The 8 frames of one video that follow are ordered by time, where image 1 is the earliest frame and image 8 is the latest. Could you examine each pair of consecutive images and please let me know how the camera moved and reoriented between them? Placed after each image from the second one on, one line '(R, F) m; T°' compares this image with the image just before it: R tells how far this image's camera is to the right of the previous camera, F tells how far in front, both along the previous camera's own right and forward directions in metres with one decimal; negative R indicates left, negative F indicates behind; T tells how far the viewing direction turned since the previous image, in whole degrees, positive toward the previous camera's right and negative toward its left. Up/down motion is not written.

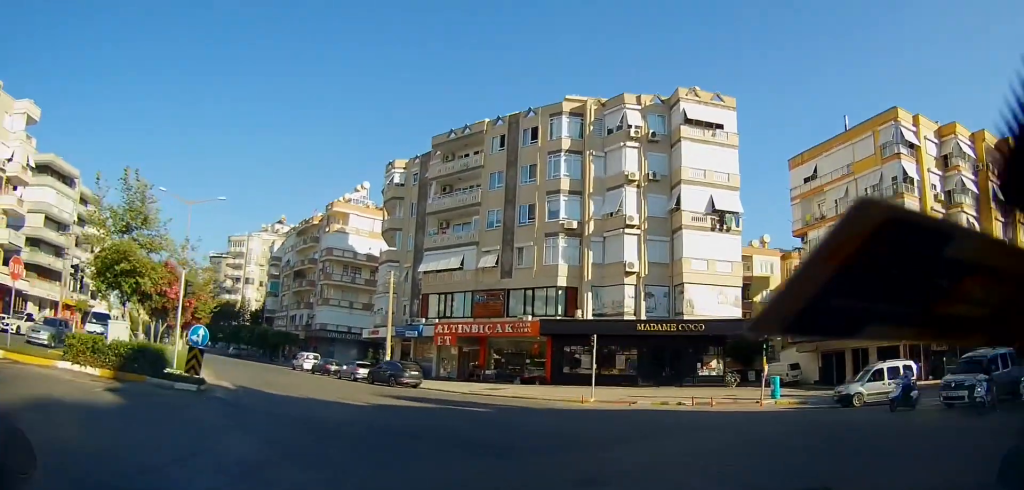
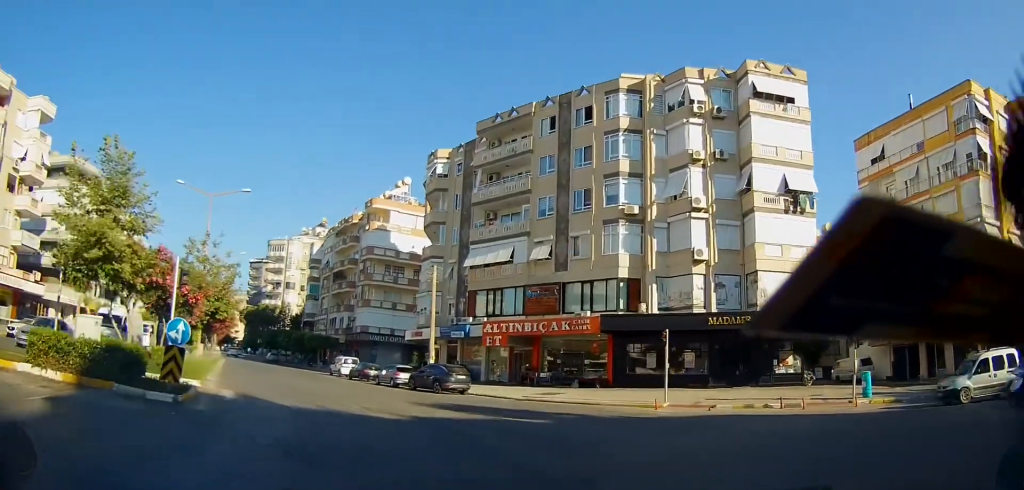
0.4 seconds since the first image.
(+0.1, +3.8) m; -4°
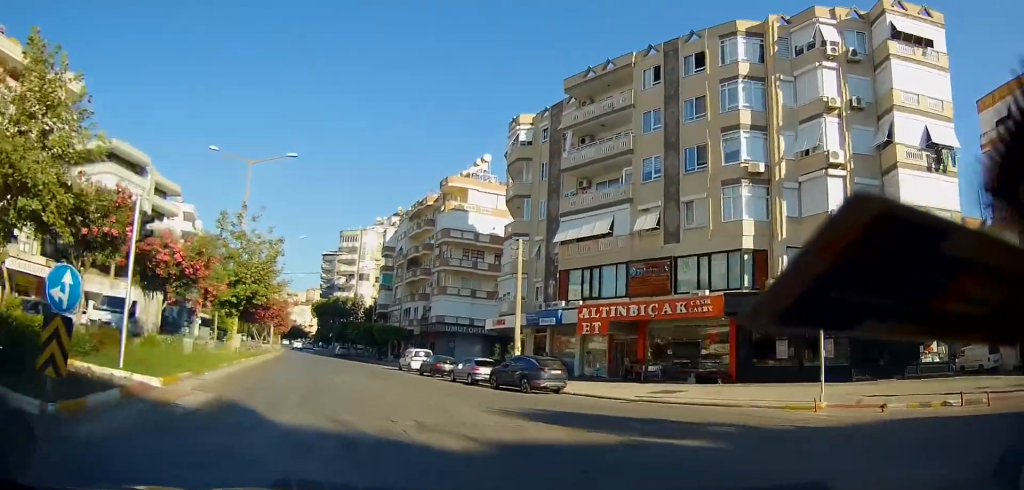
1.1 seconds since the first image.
(-0.6, +6.4) m; -8°
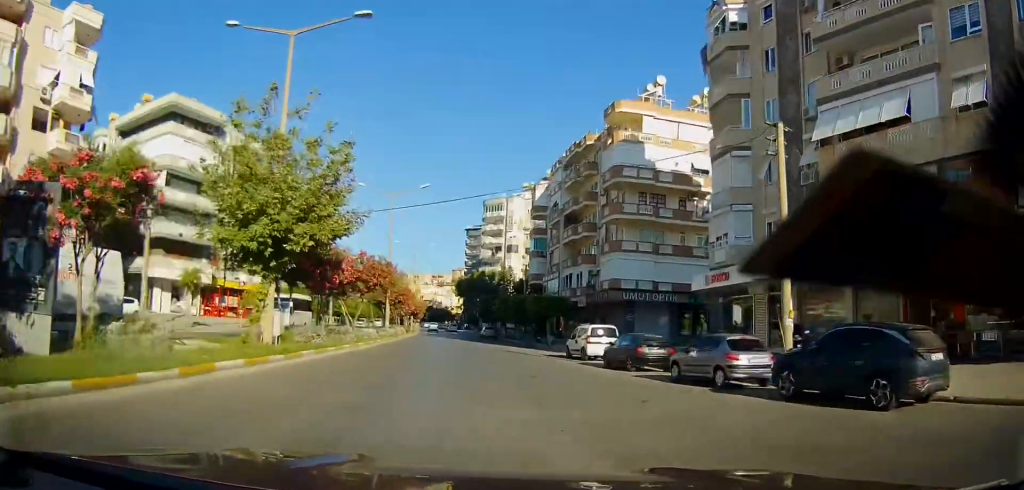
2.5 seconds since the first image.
(-2.2, +14.1) m; -16°
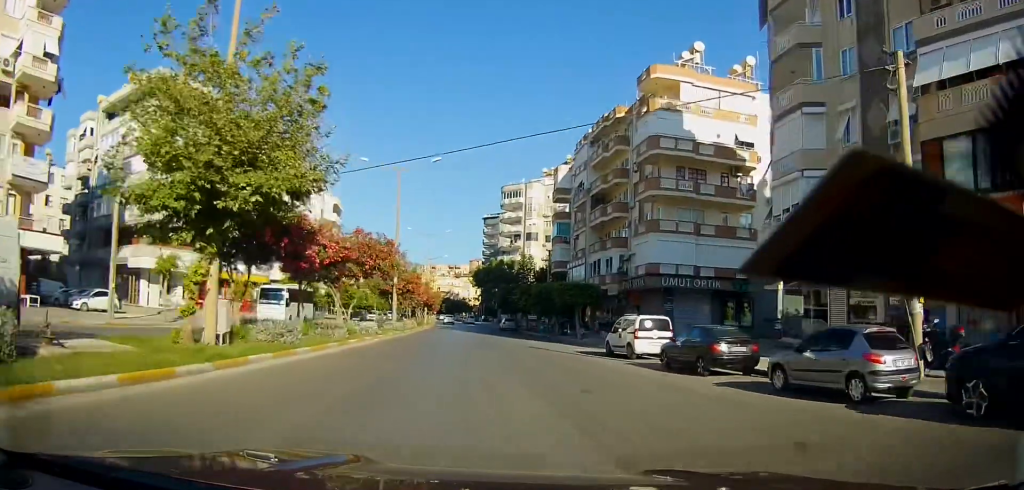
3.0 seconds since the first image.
(-0.4, +5.1) m; -2°
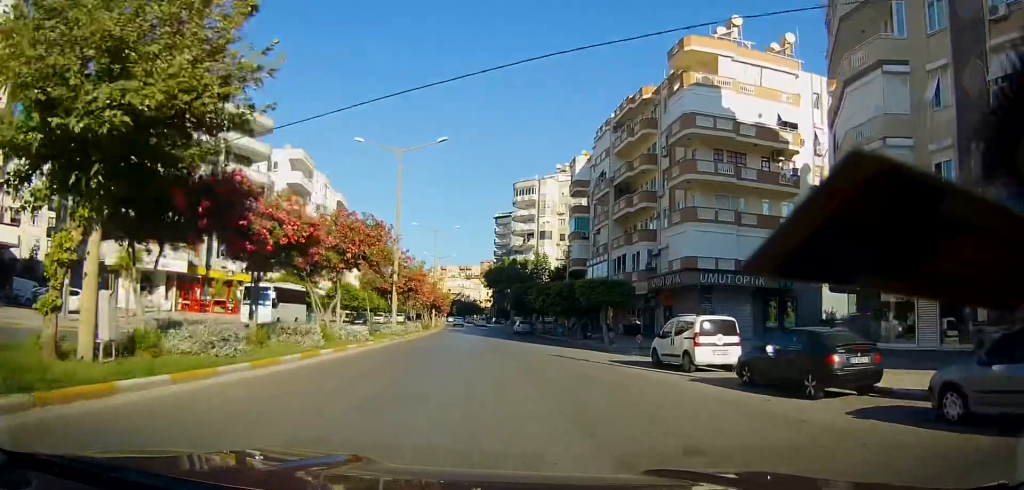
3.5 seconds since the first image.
(-0.2, +4.8) m; -2°
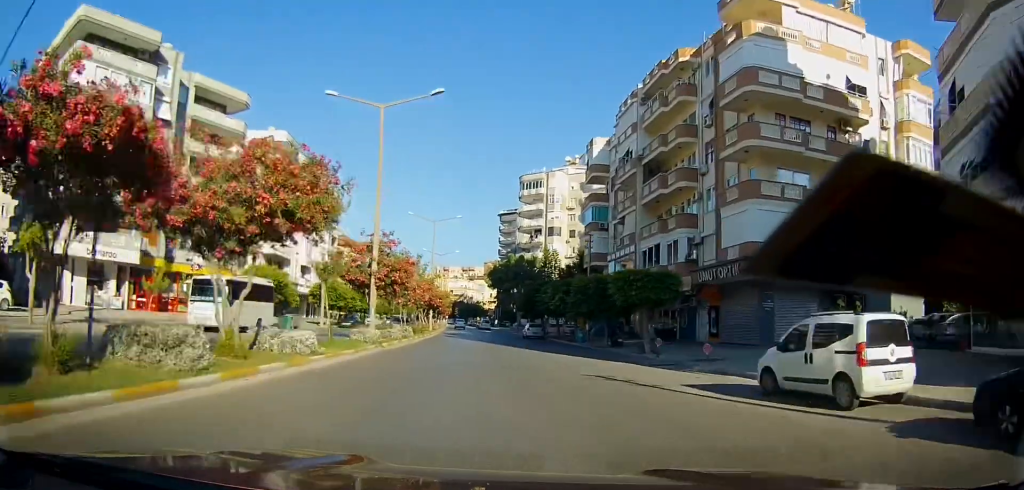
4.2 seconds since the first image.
(+0.1, +7.5) m; -2°
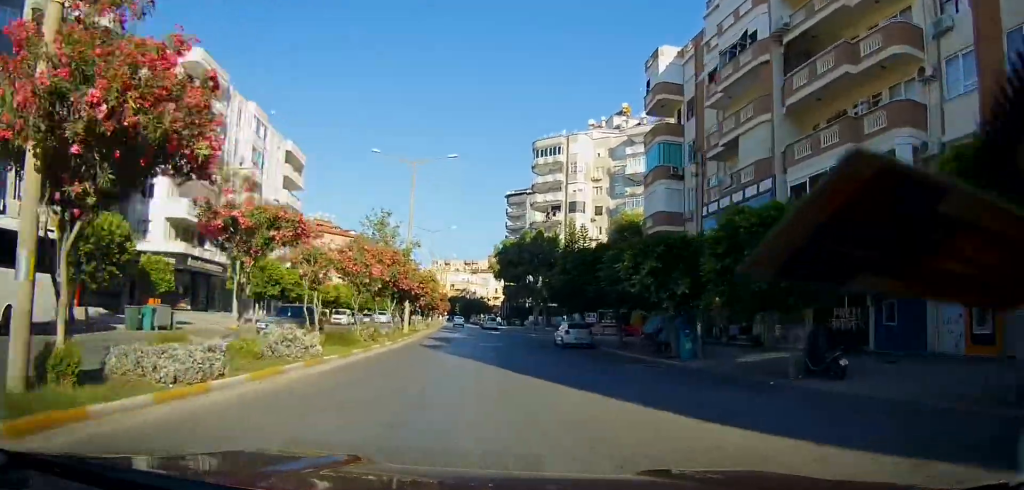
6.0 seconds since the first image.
(-0.5, +20.3) m; -1°
